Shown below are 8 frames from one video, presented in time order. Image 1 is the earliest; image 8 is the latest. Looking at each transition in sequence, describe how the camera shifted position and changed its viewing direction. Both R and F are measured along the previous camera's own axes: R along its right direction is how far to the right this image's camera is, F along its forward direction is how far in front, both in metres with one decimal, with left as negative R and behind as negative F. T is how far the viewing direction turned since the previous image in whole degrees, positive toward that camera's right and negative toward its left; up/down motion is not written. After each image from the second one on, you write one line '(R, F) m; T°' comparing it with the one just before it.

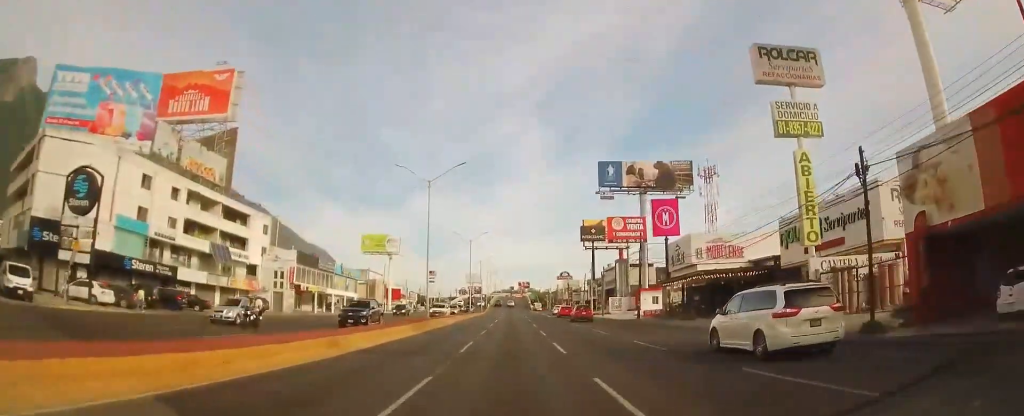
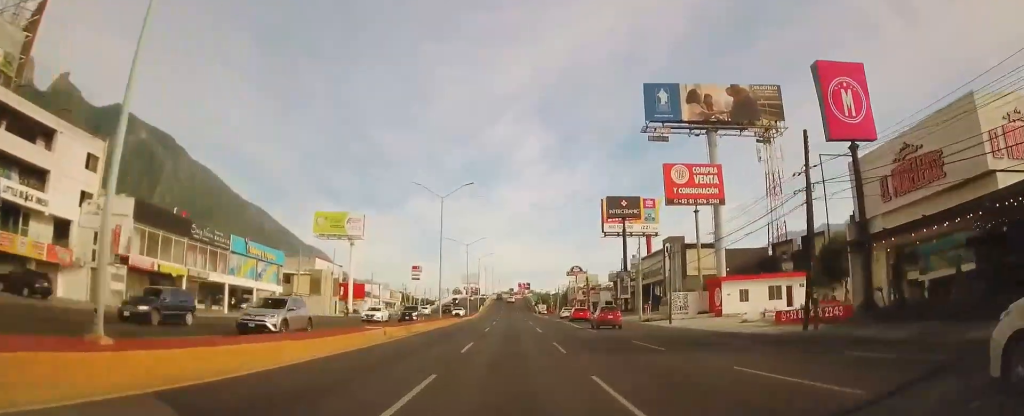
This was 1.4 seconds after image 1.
(-0.2, +33.1) m; 0°
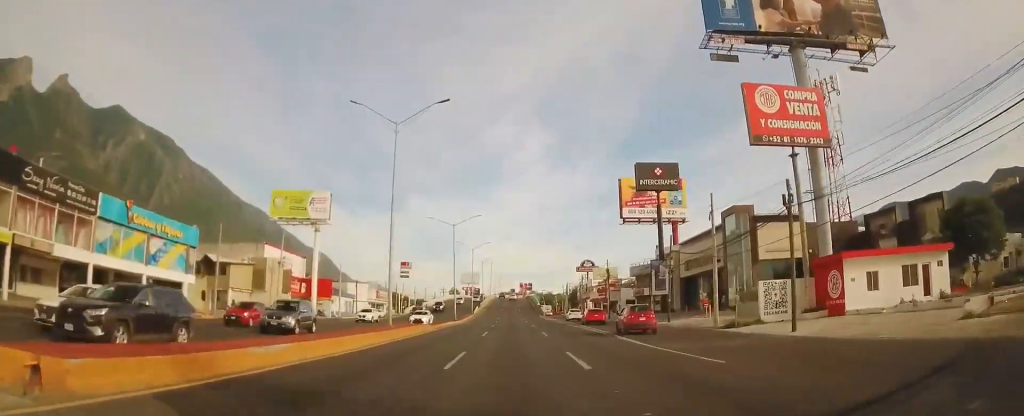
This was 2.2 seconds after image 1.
(+0.1, +19.9) m; 0°
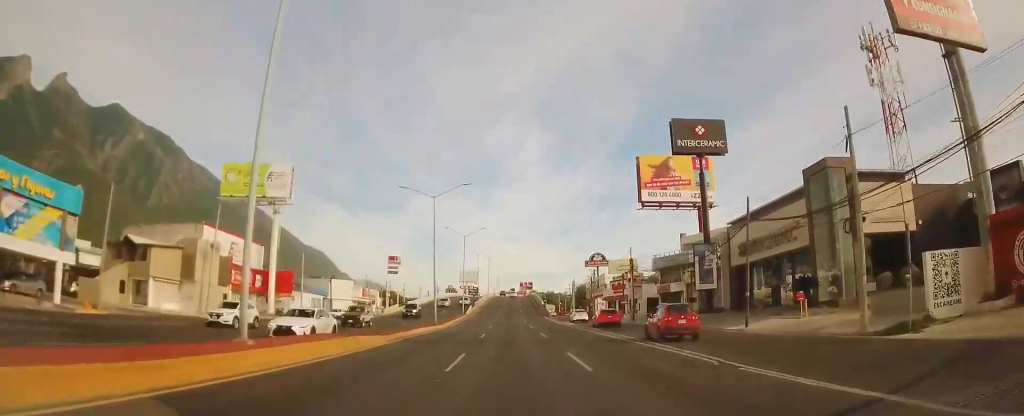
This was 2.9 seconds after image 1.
(-0.1, +15.4) m; -1°
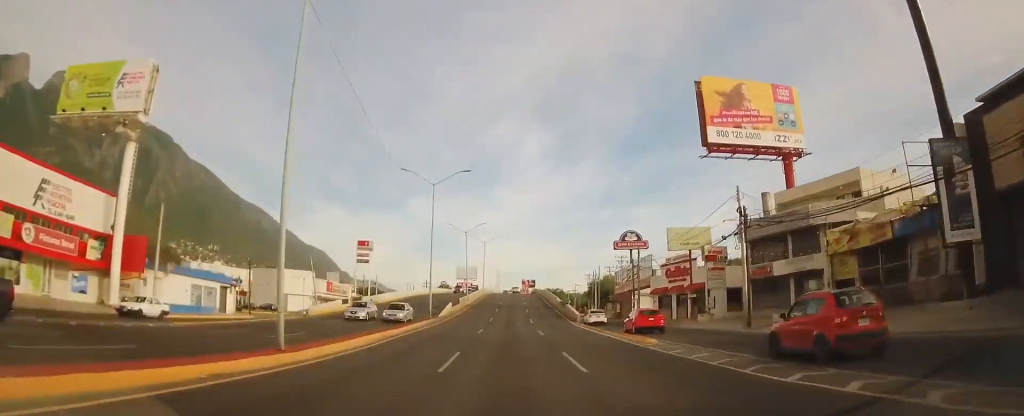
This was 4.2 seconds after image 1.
(-0.4, +30.5) m; -1°
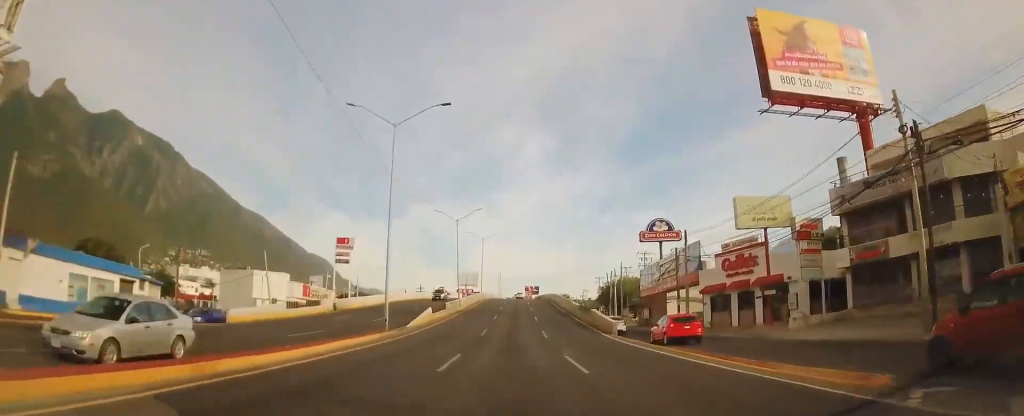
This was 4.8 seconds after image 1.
(0.0, +15.5) m; +1°
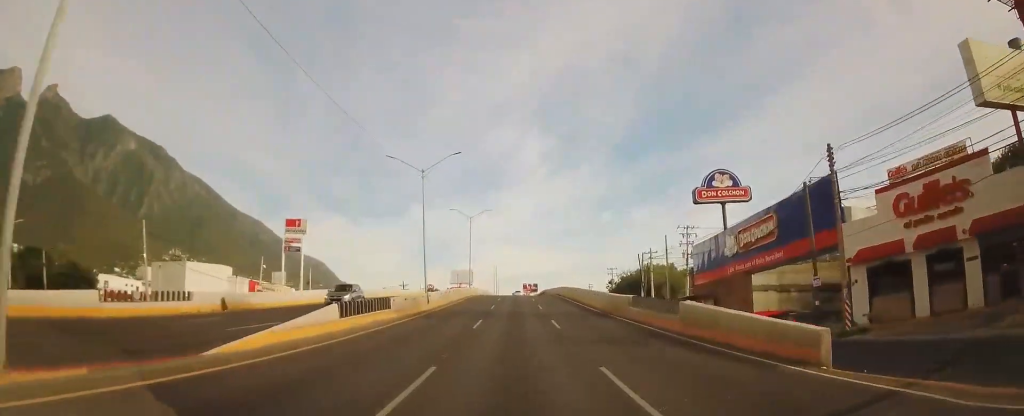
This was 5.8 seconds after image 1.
(+0.2, +21.5) m; +1°
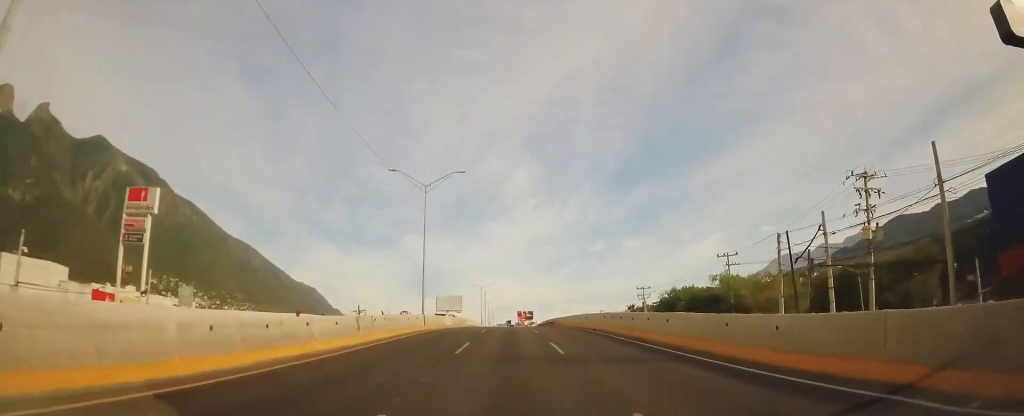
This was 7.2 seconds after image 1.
(+0.3, +33.7) m; +1°
